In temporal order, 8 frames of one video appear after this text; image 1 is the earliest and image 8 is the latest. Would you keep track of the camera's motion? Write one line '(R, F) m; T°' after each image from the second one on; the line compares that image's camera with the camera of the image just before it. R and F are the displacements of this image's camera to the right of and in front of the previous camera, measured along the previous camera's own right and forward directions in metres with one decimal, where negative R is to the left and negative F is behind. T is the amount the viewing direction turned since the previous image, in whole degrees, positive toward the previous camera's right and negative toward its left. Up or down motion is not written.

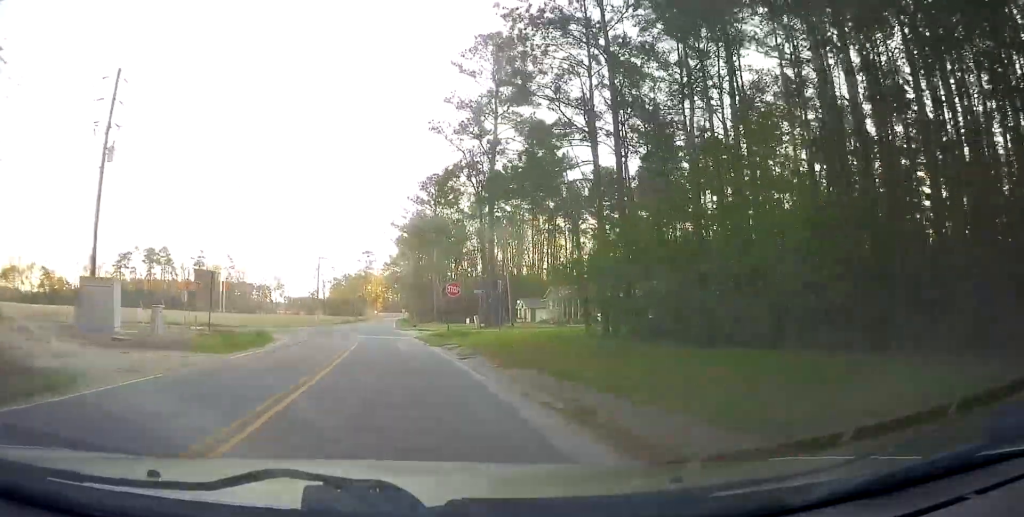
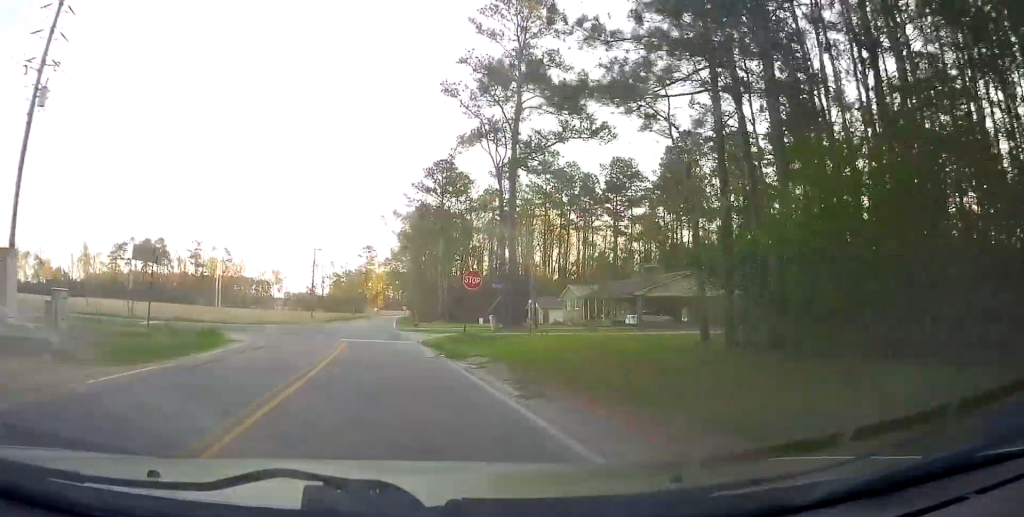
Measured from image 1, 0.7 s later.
(+0.1, +8.7) m; +1°
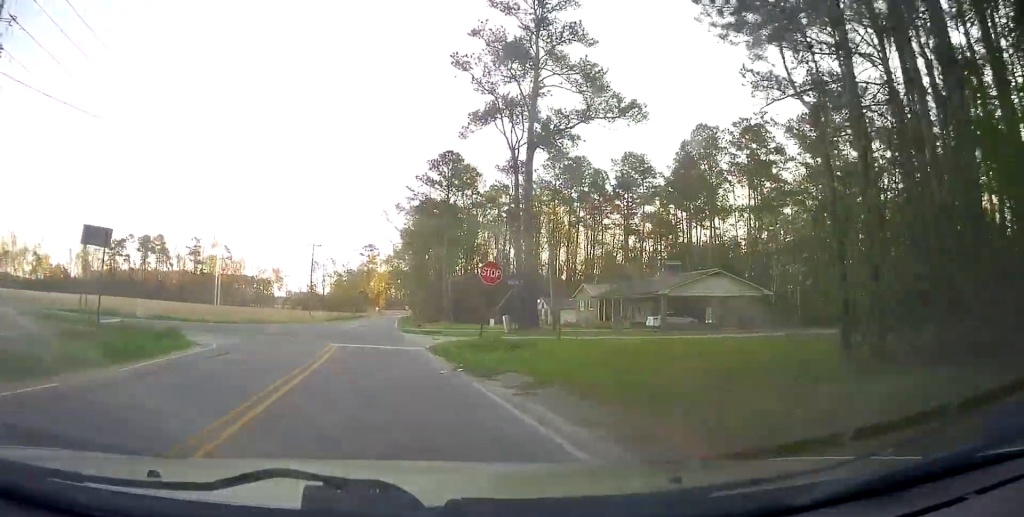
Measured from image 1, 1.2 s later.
(+0.1, +5.0) m; +1°
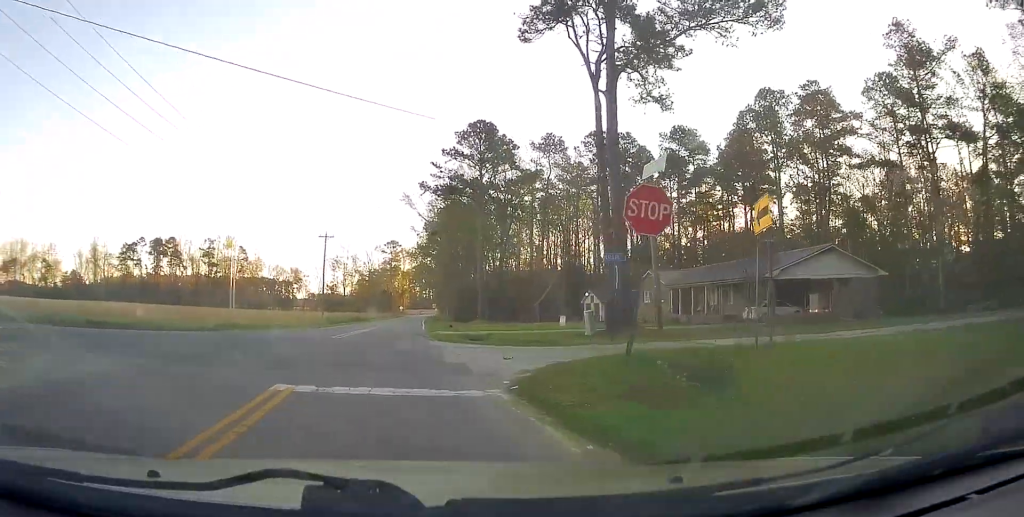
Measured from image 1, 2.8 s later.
(-0.3, +14.1) m; -2°
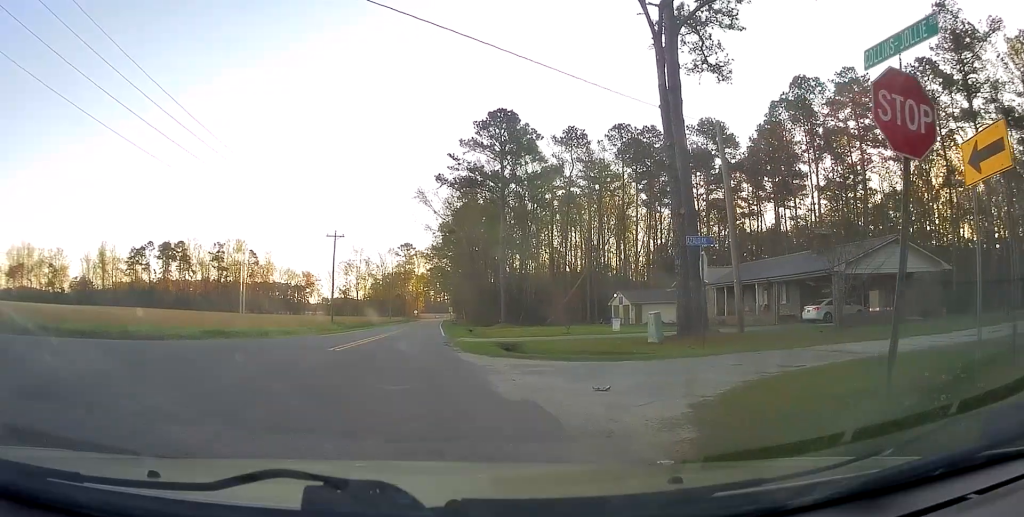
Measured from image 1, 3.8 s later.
(+0.1, +6.7) m; +1°
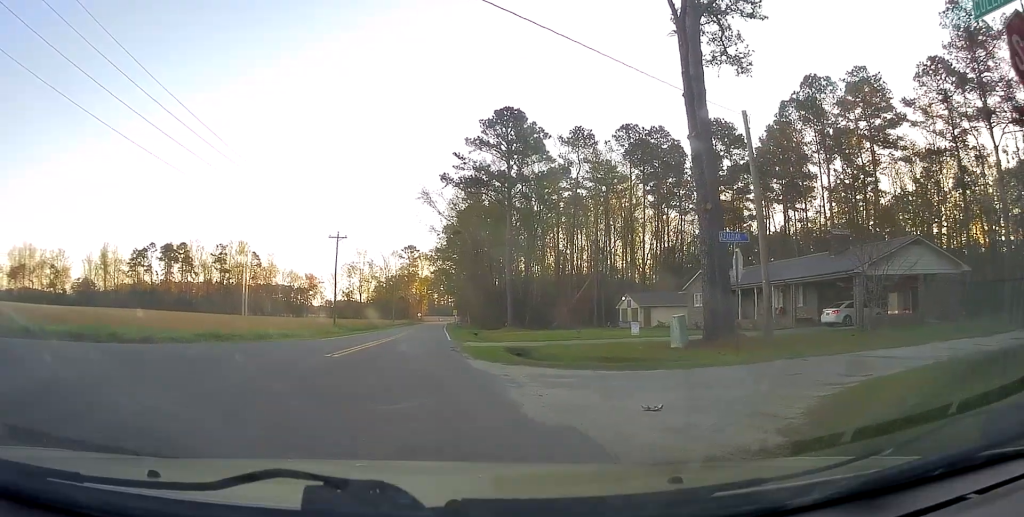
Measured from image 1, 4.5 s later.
(+0.3, +2.9) m; -1°
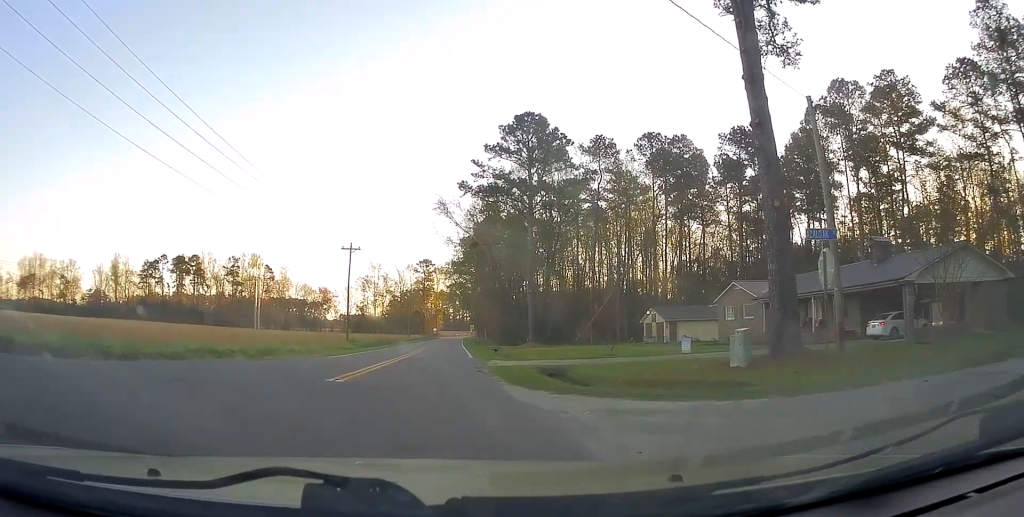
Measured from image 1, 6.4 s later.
(-0.3, +2.8) m; -7°
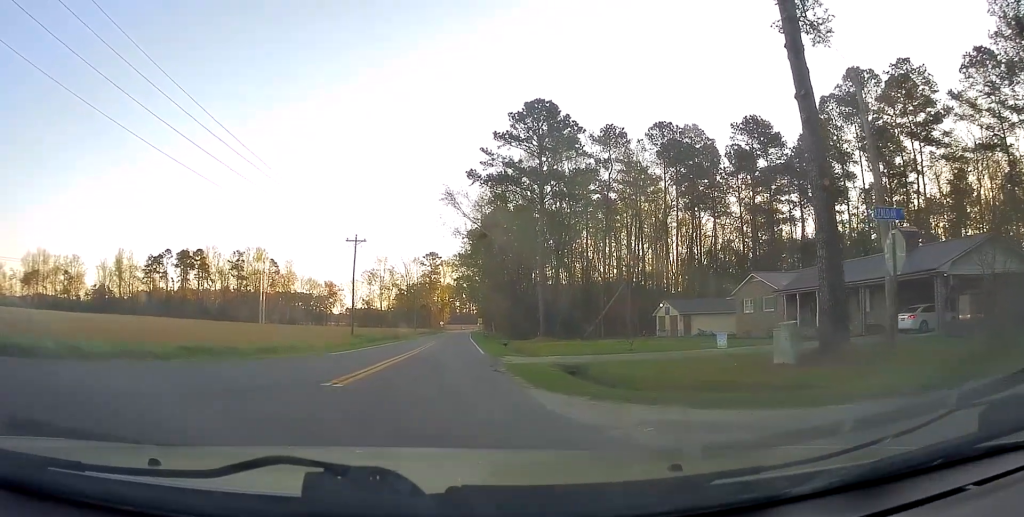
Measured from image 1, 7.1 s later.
(0.0, +0.8) m; -6°
